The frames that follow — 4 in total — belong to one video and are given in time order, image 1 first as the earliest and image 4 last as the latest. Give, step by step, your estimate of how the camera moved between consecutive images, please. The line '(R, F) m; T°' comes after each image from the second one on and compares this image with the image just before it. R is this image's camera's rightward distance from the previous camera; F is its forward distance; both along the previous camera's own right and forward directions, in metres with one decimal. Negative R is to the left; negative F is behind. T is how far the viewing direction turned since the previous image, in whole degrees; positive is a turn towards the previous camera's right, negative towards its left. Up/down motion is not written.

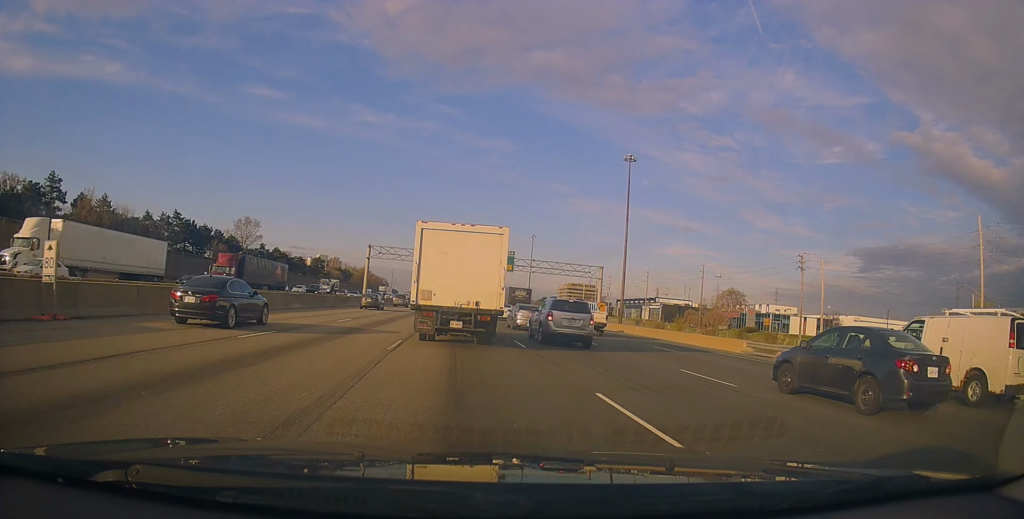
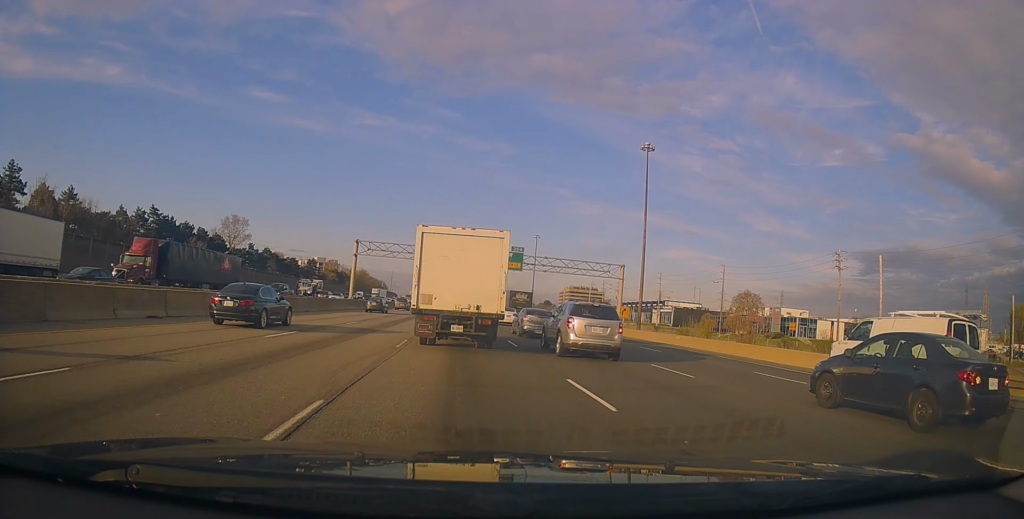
(-0.2, +9.6) m; -1°
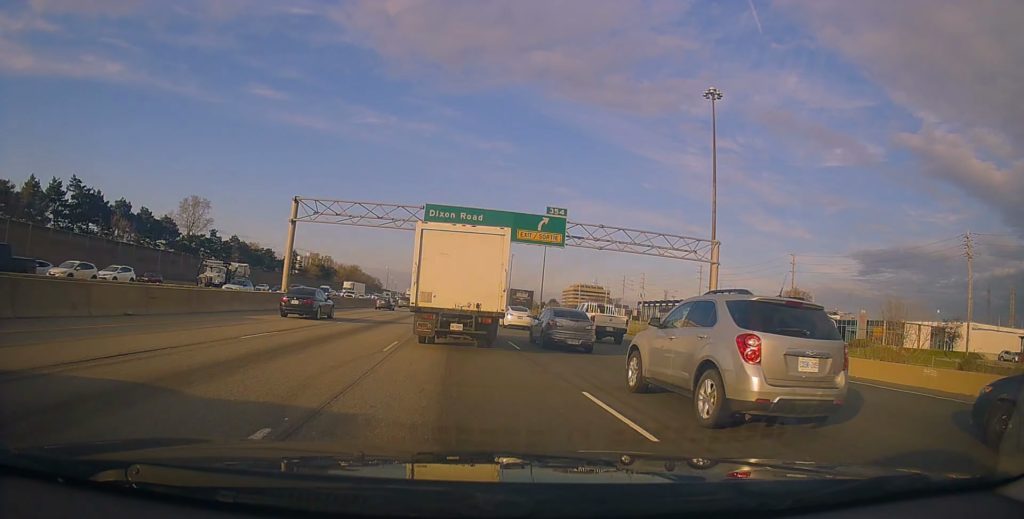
(-0.6, +25.8) m; -1°
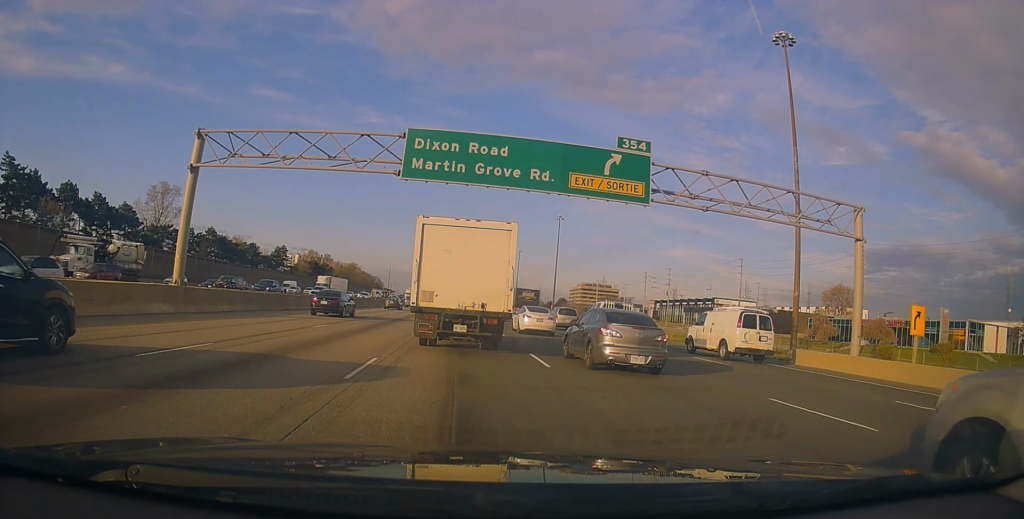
(+0.3, +16.6) m; +1°
